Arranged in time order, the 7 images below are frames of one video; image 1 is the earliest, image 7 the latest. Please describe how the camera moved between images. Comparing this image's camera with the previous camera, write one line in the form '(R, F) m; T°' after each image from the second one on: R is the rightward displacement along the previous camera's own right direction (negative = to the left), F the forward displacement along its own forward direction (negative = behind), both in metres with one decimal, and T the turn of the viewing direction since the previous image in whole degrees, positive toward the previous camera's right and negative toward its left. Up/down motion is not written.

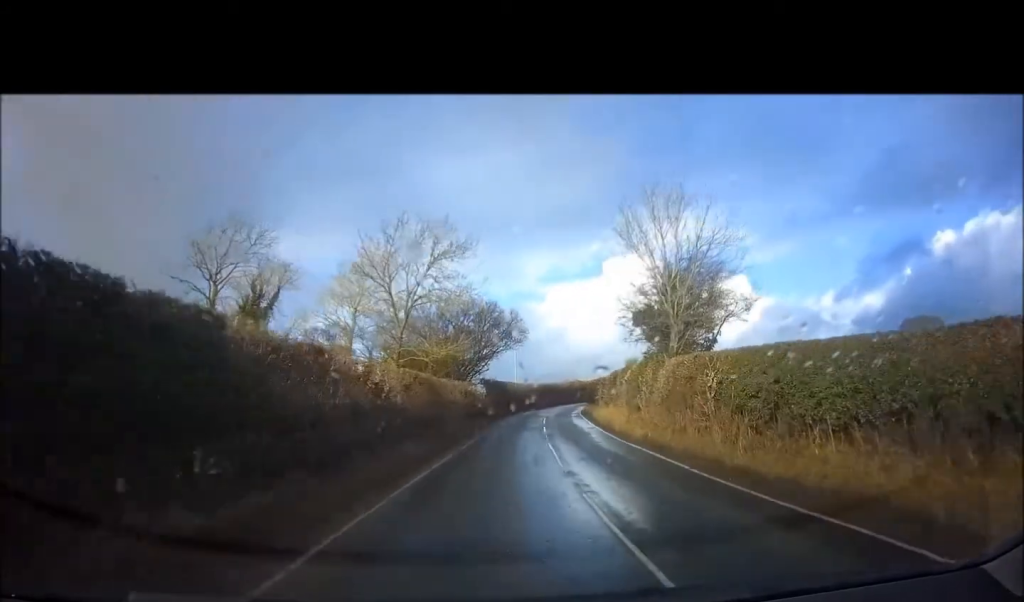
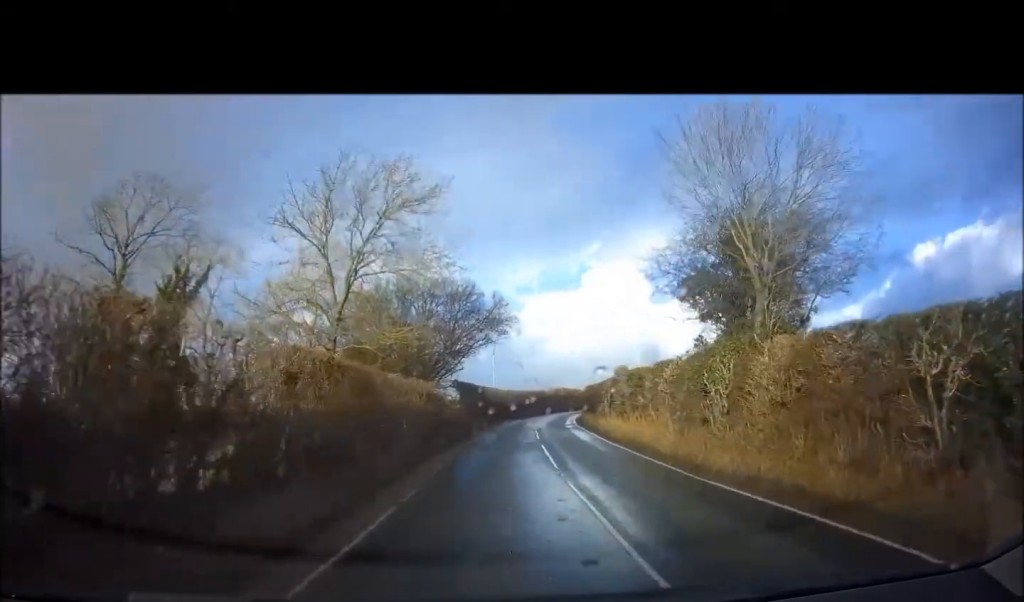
(+0.2, +8.0) m; +2°
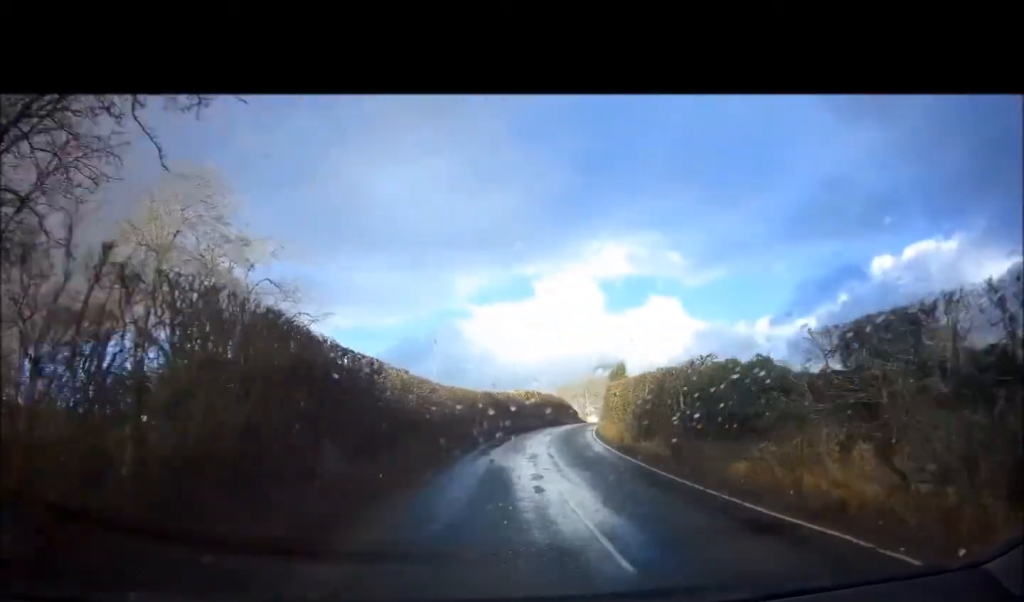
(+1.6, +25.8) m; +7°
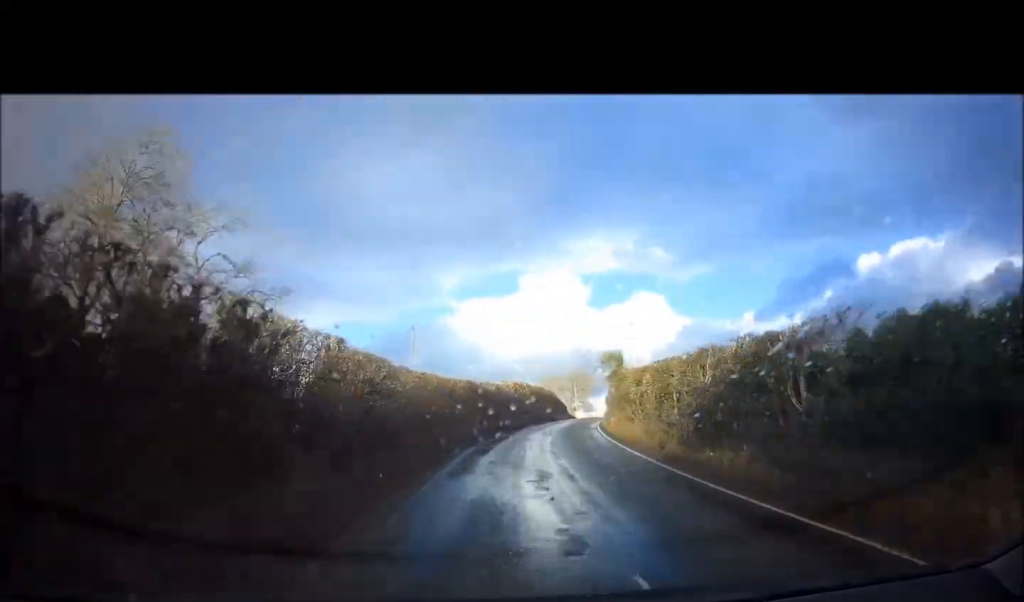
(+0.1, +7.3) m; +2°
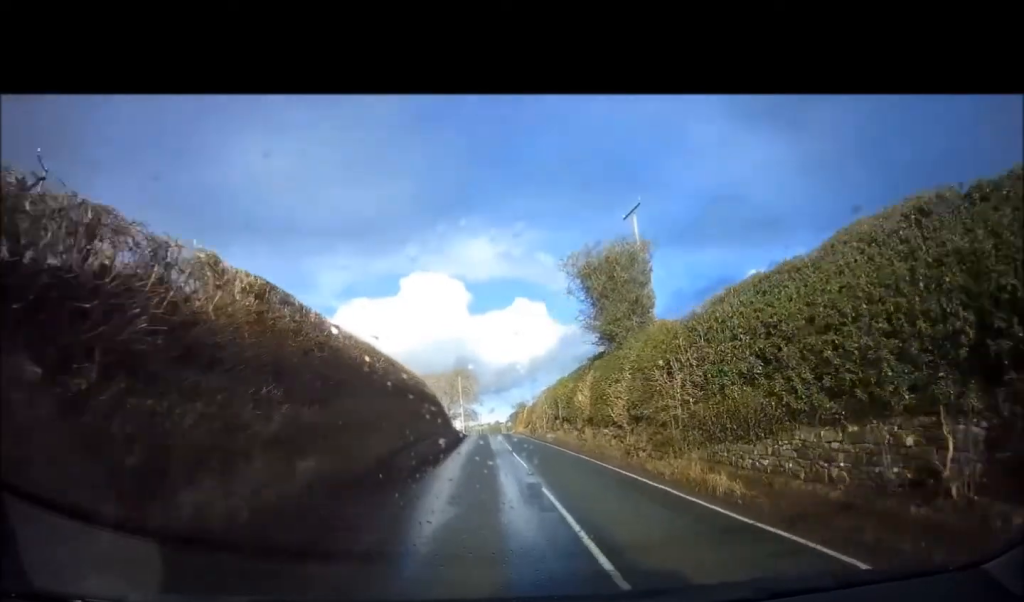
(+4.5, +39.2) m; +11°
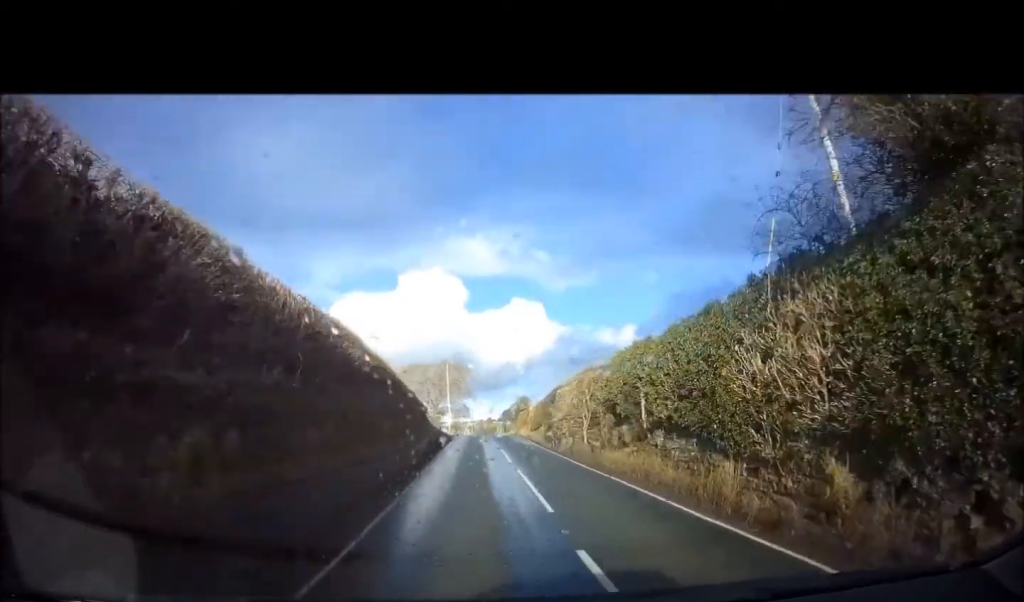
(+0.2, +13.8) m; +1°
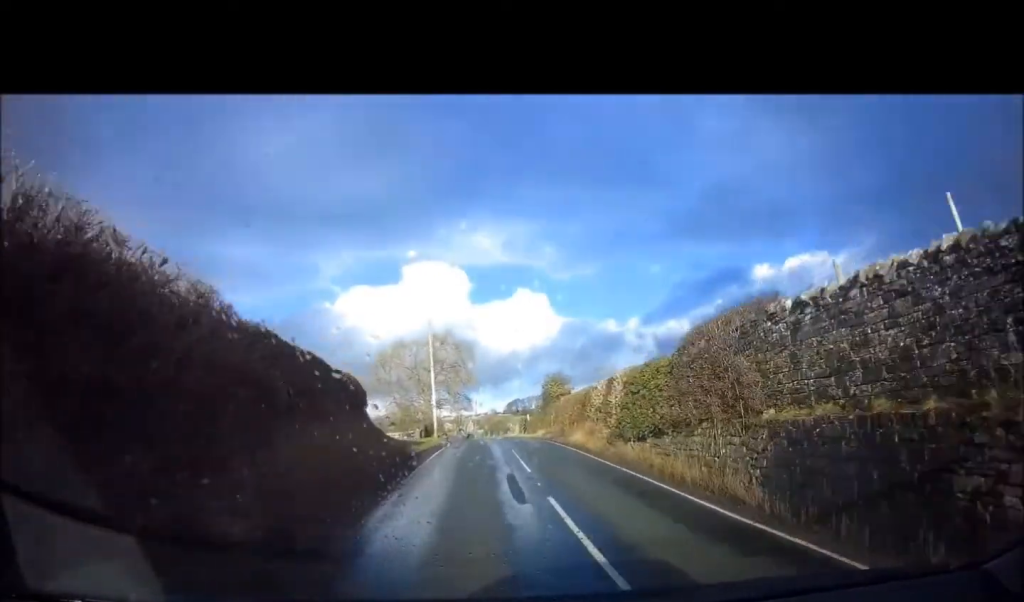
(+0.1, +22.9) m; 0°
